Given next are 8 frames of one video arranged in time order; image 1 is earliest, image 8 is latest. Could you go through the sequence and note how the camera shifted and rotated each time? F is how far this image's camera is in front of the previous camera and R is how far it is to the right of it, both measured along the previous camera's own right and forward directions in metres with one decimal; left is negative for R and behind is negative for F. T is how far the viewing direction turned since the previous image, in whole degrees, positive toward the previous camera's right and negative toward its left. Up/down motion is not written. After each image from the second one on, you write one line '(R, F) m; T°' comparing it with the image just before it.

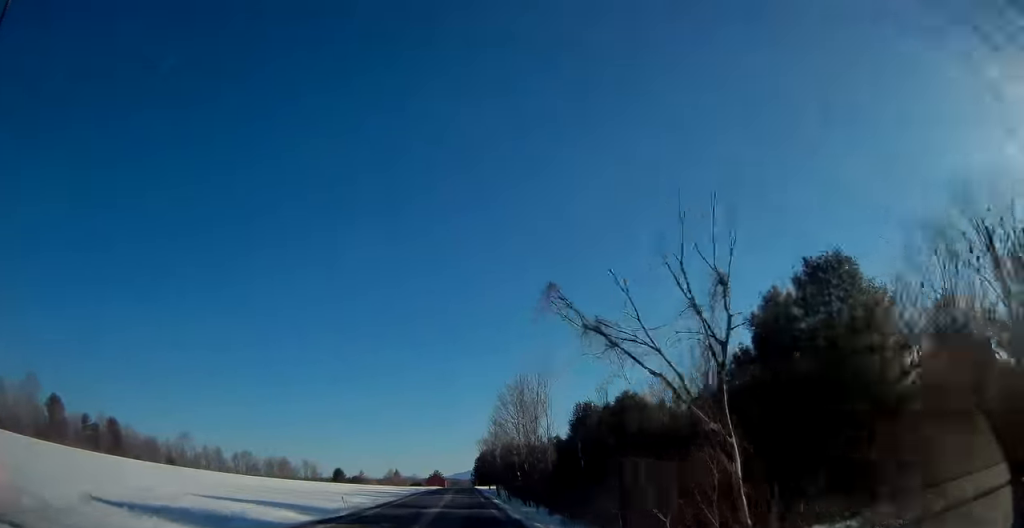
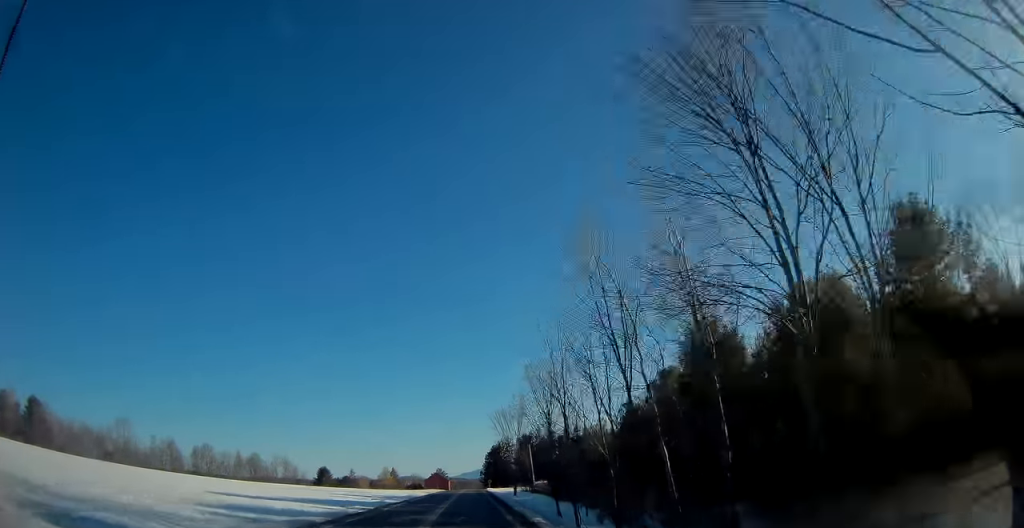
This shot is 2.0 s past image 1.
(-0.2, +49.0) m; 0°
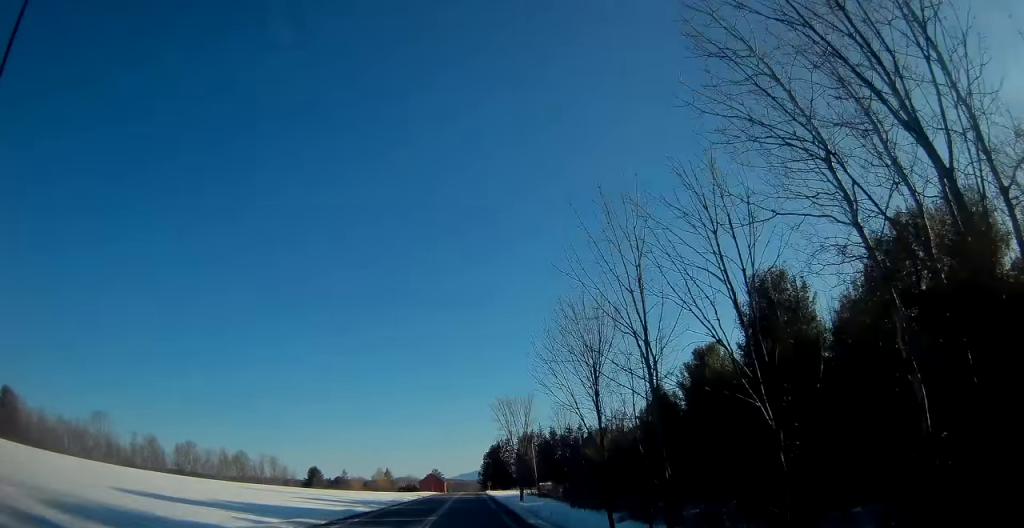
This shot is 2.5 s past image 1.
(0.0, +12.2) m; 0°
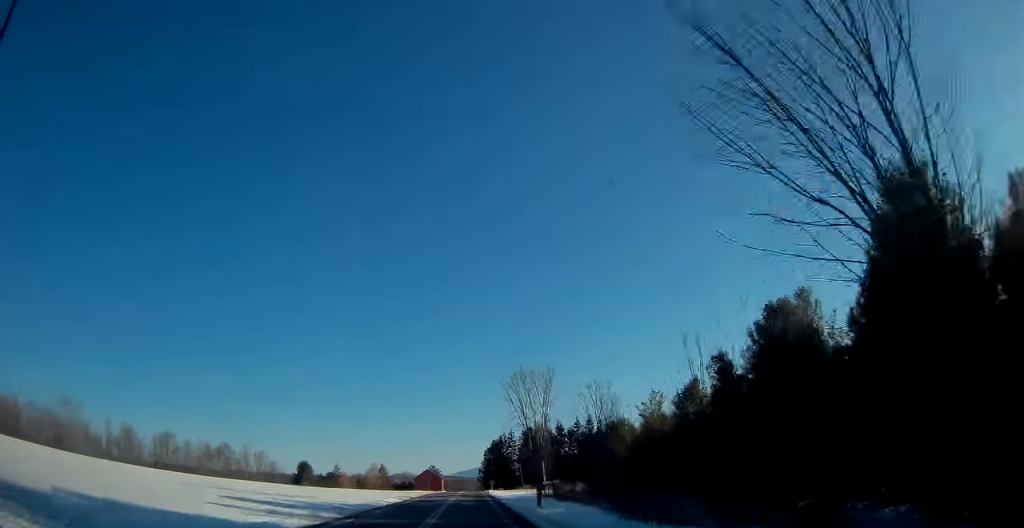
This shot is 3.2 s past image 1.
(-0.1, +15.4) m; 0°
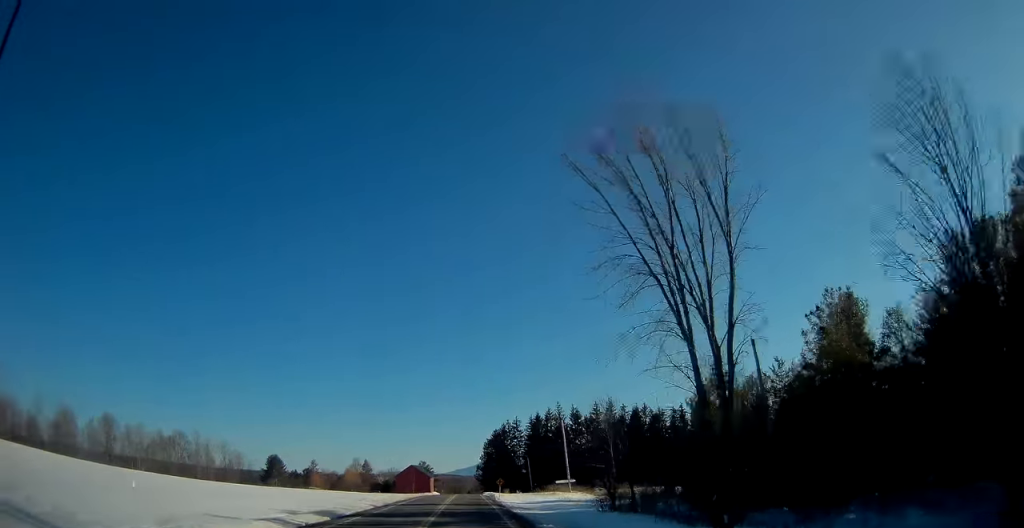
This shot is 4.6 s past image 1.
(+0.1, +34.1) m; 0°
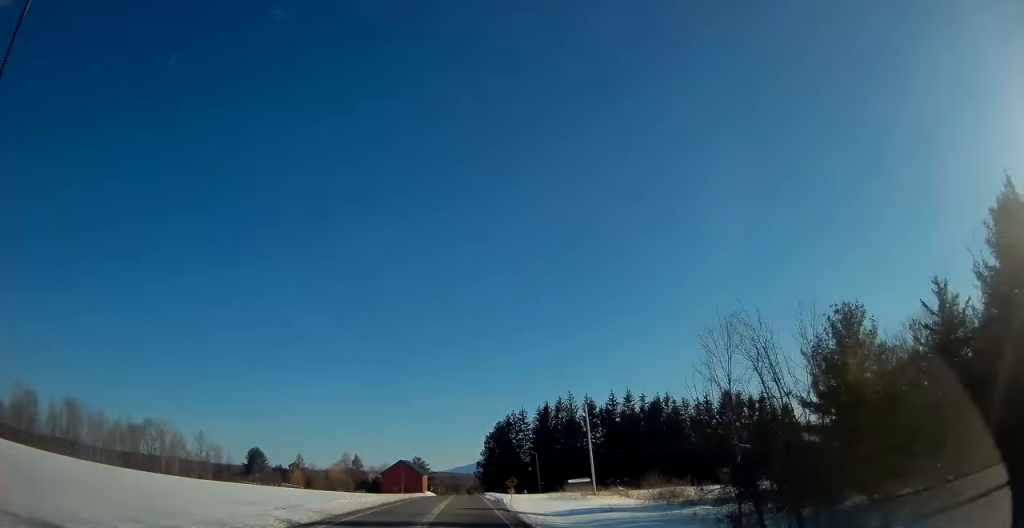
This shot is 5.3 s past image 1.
(-0.1, +18.5) m; 0°
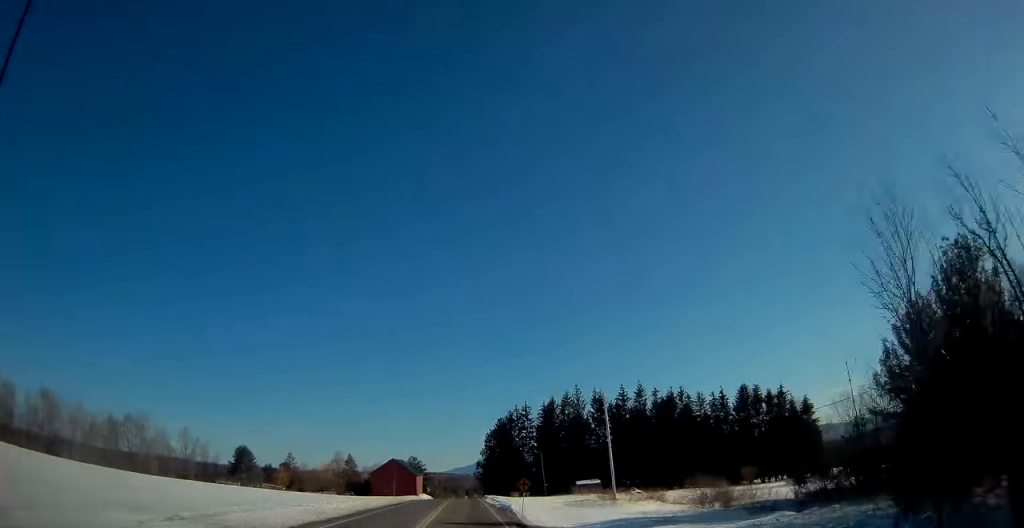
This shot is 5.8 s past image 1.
(0.0, +10.4) m; 0°
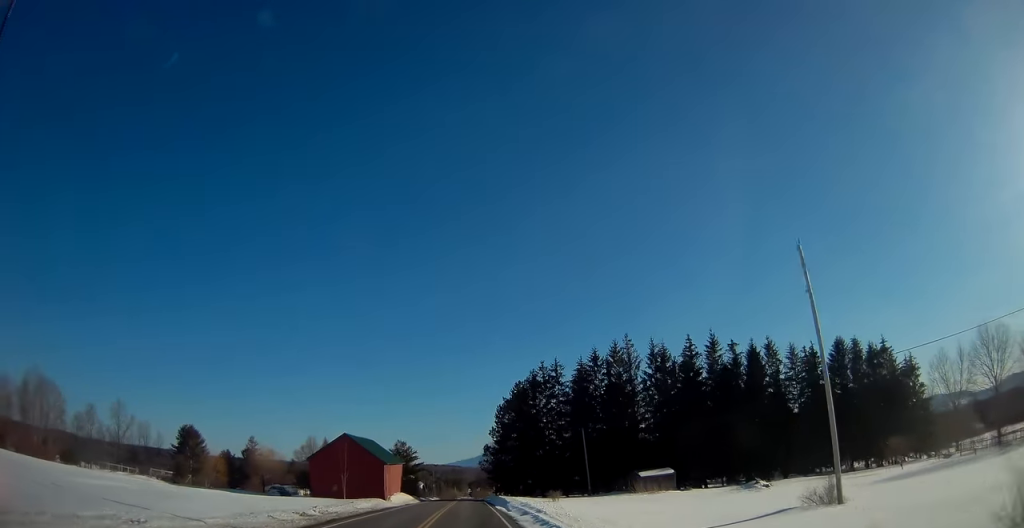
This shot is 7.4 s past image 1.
(+0.5, +39.7) m; +1°
